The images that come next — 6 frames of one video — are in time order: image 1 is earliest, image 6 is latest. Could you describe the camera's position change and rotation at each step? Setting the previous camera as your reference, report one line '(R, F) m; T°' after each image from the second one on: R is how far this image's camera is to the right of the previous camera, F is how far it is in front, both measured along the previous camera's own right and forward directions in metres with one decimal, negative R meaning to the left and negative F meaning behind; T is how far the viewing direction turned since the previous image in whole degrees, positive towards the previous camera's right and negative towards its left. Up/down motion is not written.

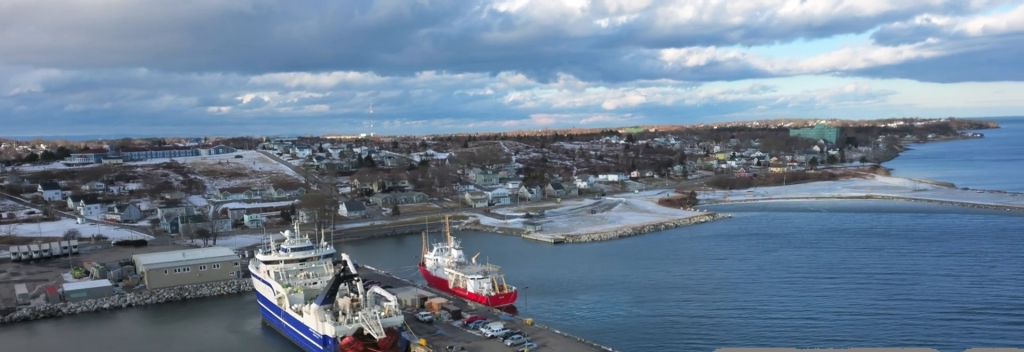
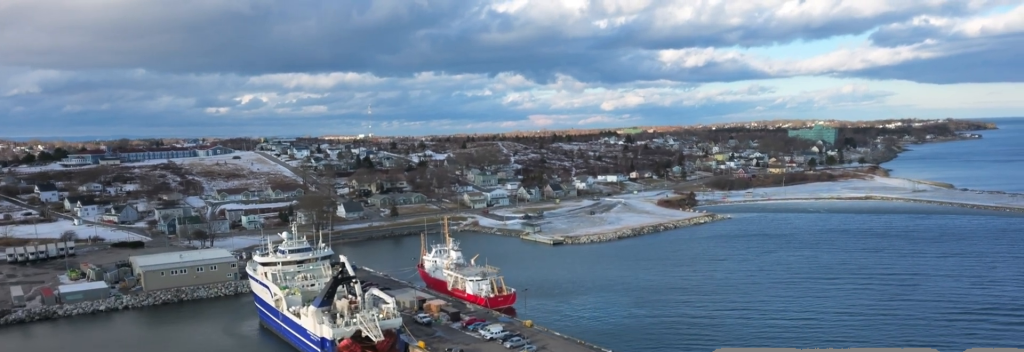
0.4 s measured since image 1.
(0.0, +1.3) m; 0°
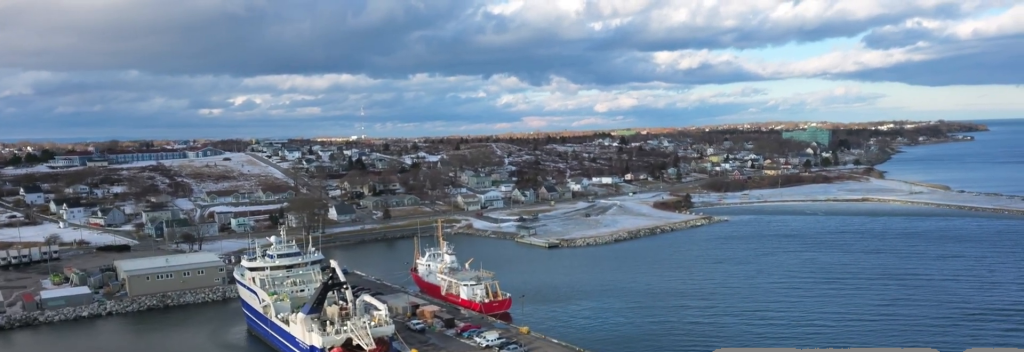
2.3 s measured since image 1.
(+0.1, +5.6) m; +2°
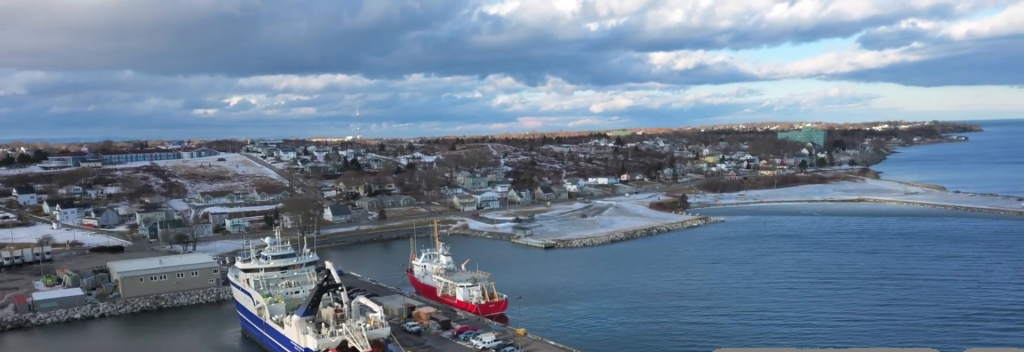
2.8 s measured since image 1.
(0.0, +1.3) m; 0°
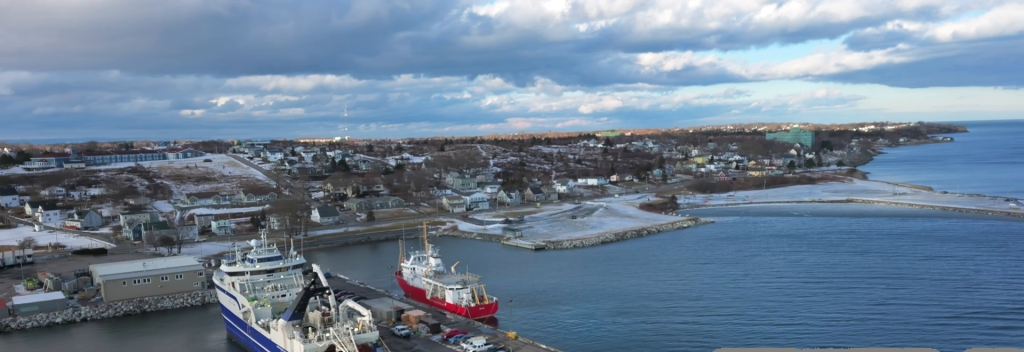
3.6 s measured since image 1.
(0.0, +2.6) m; +1°
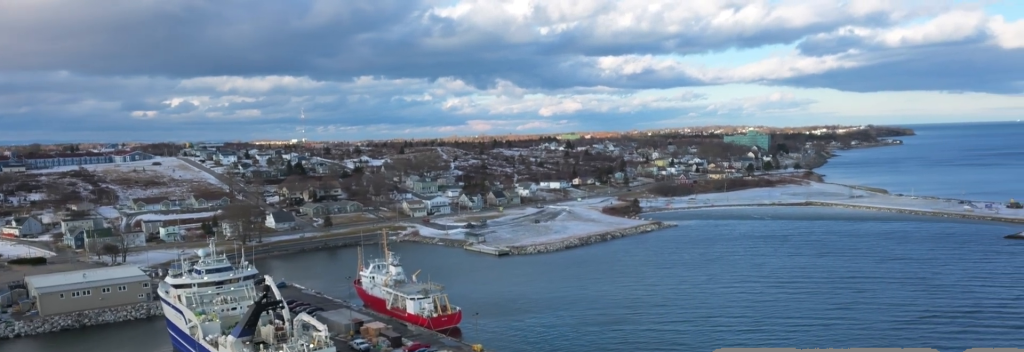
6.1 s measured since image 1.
(+0.2, +7.2) m; +4°
